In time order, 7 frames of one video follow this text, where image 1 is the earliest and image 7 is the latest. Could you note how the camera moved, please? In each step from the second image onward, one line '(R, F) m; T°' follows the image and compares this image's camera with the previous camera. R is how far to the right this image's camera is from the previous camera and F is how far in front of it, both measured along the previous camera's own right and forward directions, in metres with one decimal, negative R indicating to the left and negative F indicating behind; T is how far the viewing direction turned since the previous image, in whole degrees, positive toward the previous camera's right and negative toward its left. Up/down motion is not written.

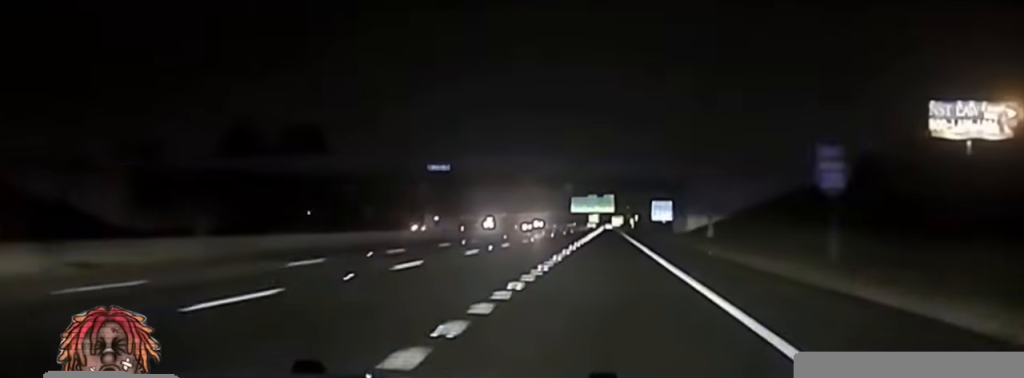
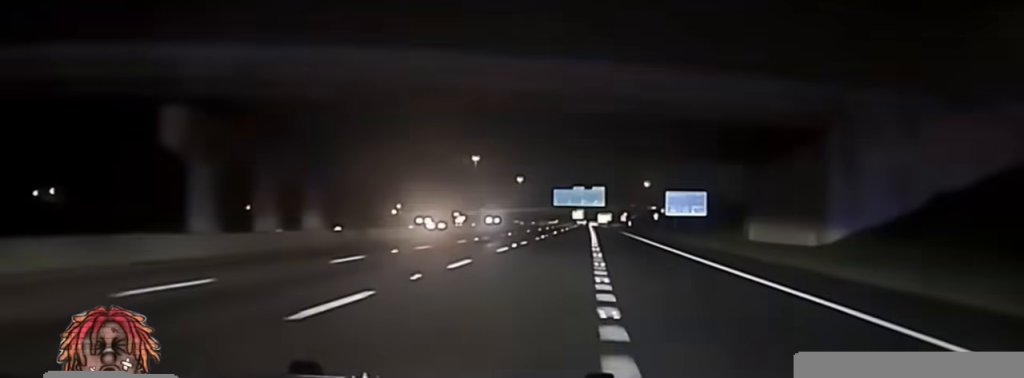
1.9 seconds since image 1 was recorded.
(-0.1, +48.2) m; 0°
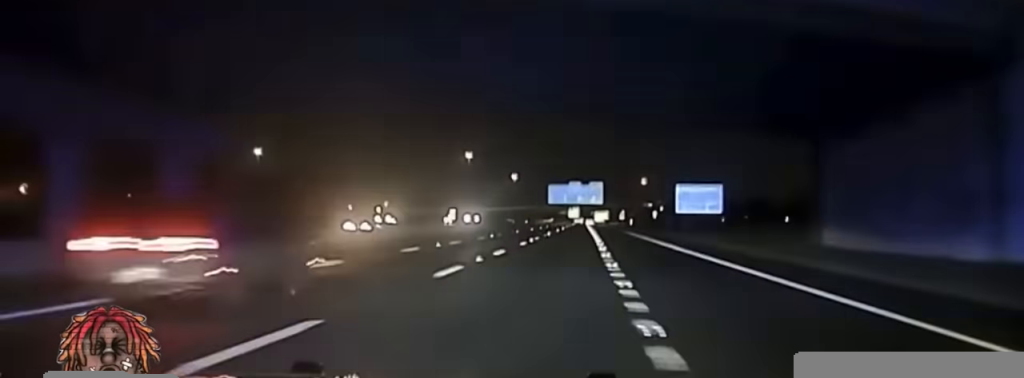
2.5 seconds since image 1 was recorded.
(0.0, +16.2) m; 0°
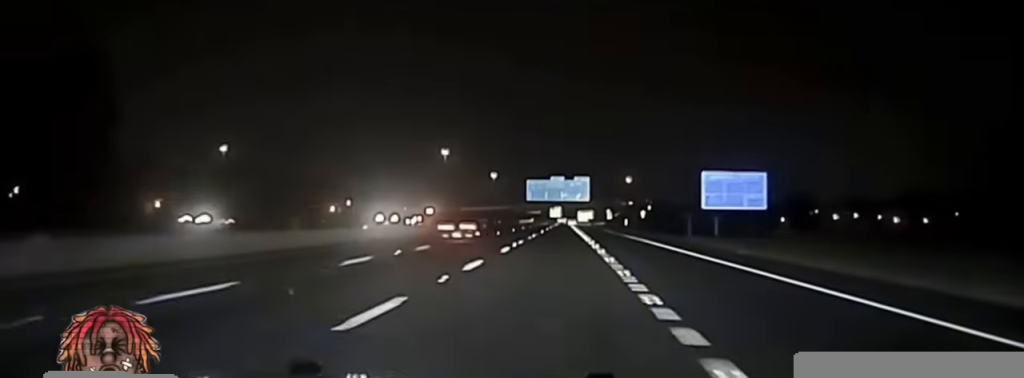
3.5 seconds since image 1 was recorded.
(0.0, +33.1) m; 0°
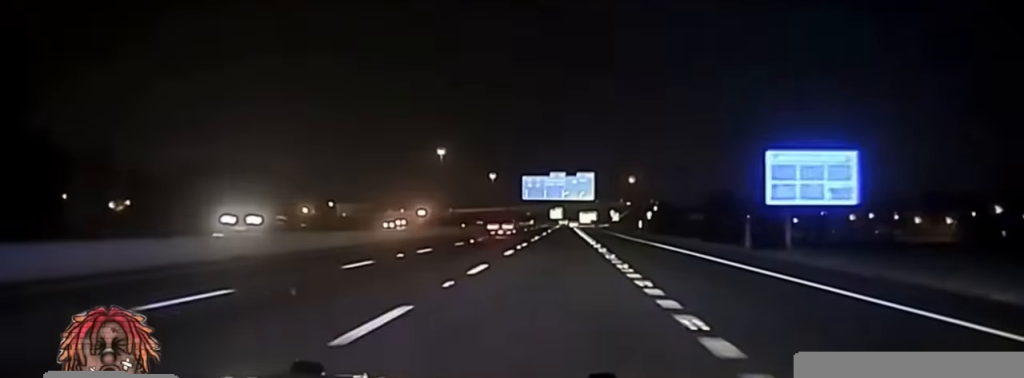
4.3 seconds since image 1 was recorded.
(-0.2, +24.5) m; +1°
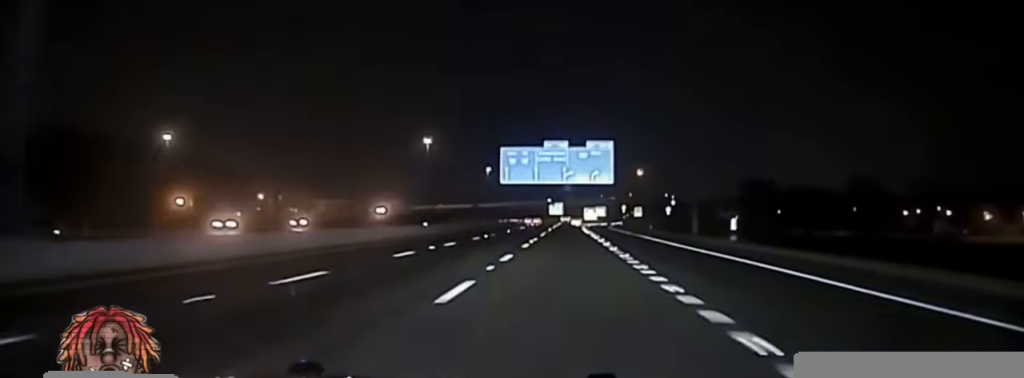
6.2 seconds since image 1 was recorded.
(+1.1, +67.3) m; +2°
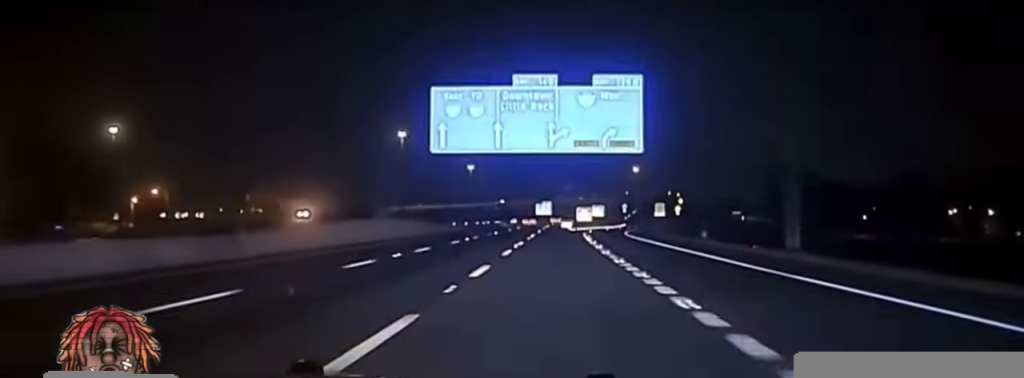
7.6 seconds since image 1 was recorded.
(+0.5, +55.8) m; 0°
